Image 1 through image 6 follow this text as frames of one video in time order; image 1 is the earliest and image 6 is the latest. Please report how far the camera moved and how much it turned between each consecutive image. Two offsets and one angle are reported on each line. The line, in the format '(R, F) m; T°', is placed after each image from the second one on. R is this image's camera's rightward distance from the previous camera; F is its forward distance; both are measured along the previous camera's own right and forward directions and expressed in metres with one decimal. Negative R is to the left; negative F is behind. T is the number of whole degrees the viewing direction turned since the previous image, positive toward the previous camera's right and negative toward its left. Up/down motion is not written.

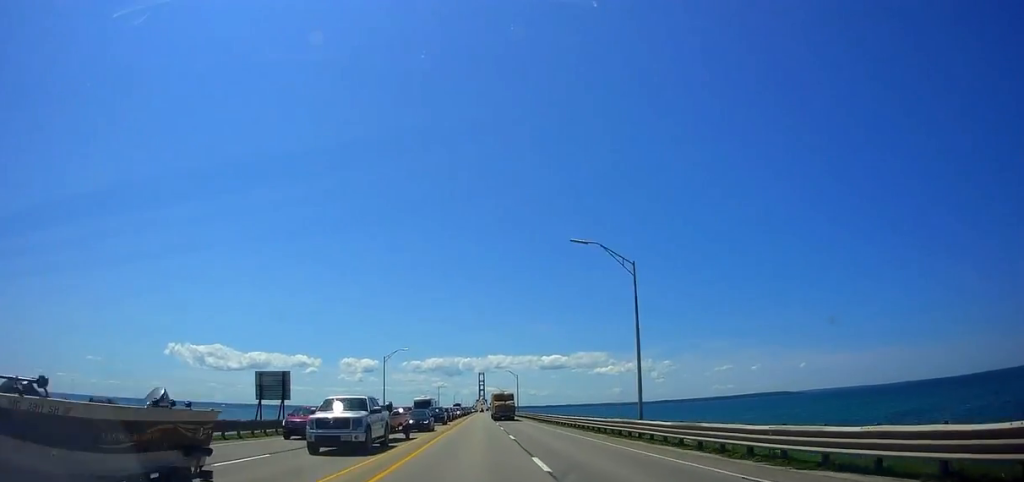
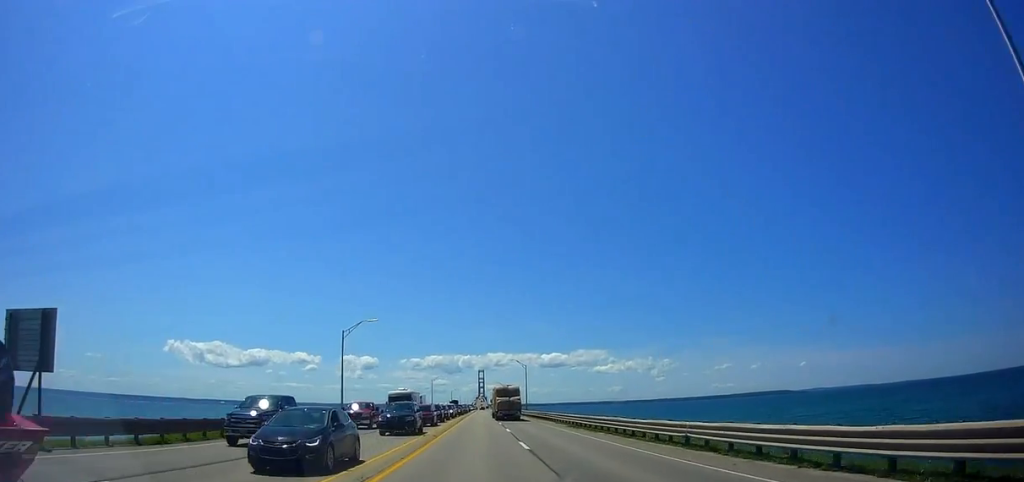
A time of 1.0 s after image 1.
(+0.4, +22.9) m; 0°
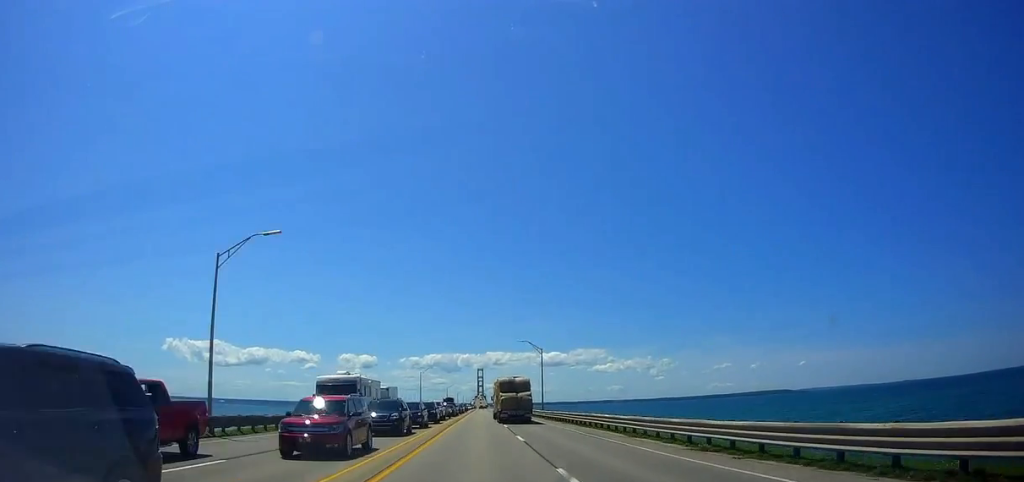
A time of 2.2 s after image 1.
(-0.6, +26.6) m; -1°
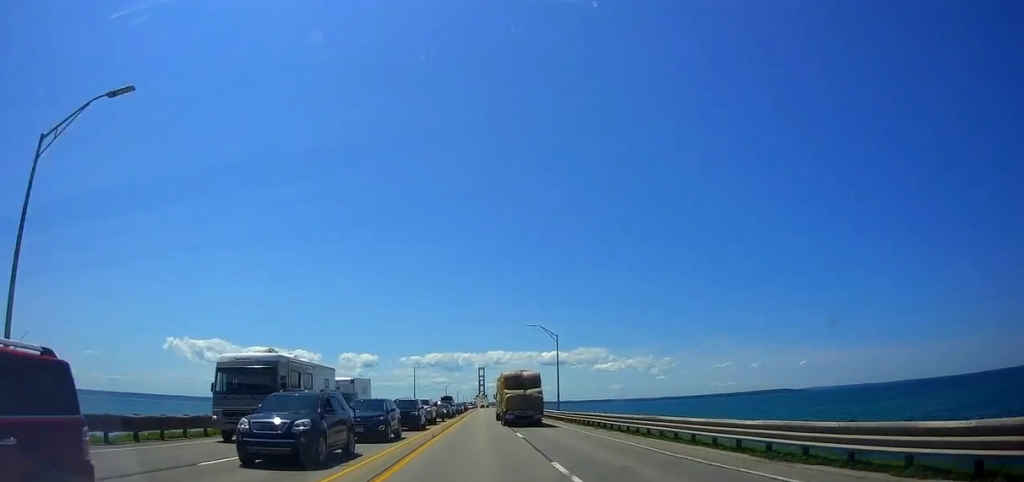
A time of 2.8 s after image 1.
(-0.1, +13.8) m; 0°
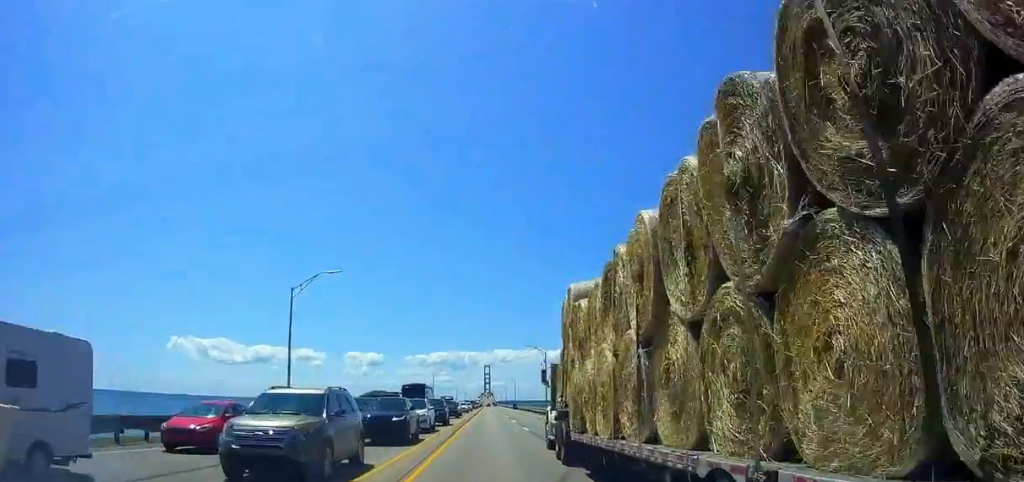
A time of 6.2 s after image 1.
(+1.2, +74.3) m; -1°
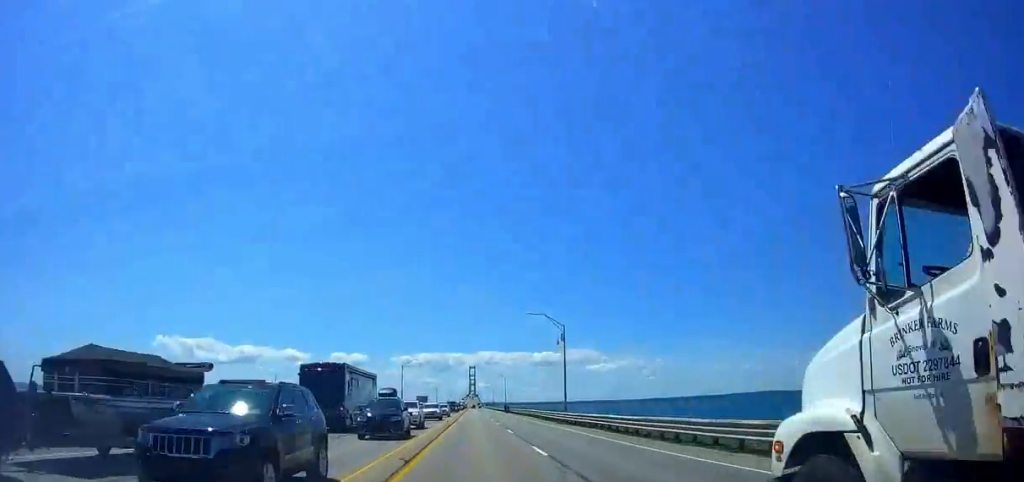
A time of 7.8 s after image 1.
(+0.1, +30.7) m; +2°
